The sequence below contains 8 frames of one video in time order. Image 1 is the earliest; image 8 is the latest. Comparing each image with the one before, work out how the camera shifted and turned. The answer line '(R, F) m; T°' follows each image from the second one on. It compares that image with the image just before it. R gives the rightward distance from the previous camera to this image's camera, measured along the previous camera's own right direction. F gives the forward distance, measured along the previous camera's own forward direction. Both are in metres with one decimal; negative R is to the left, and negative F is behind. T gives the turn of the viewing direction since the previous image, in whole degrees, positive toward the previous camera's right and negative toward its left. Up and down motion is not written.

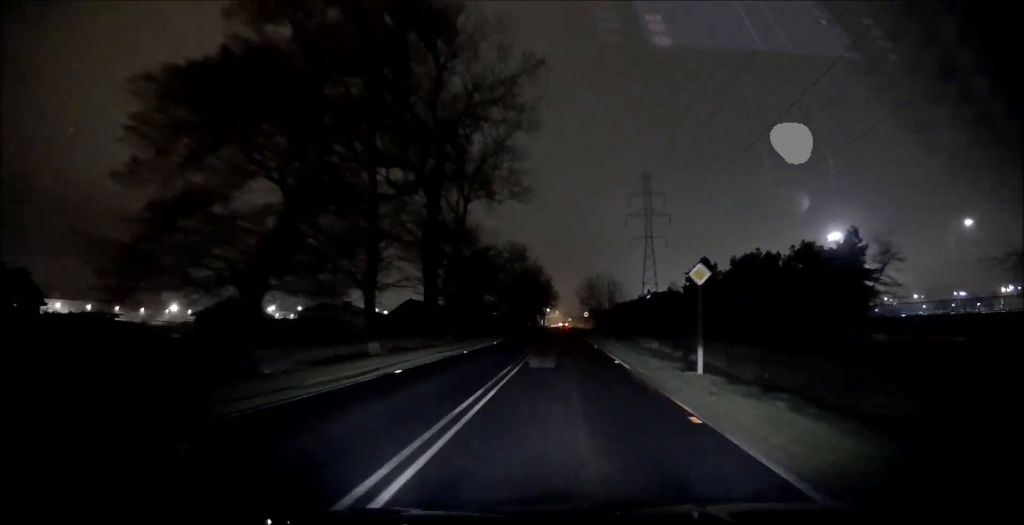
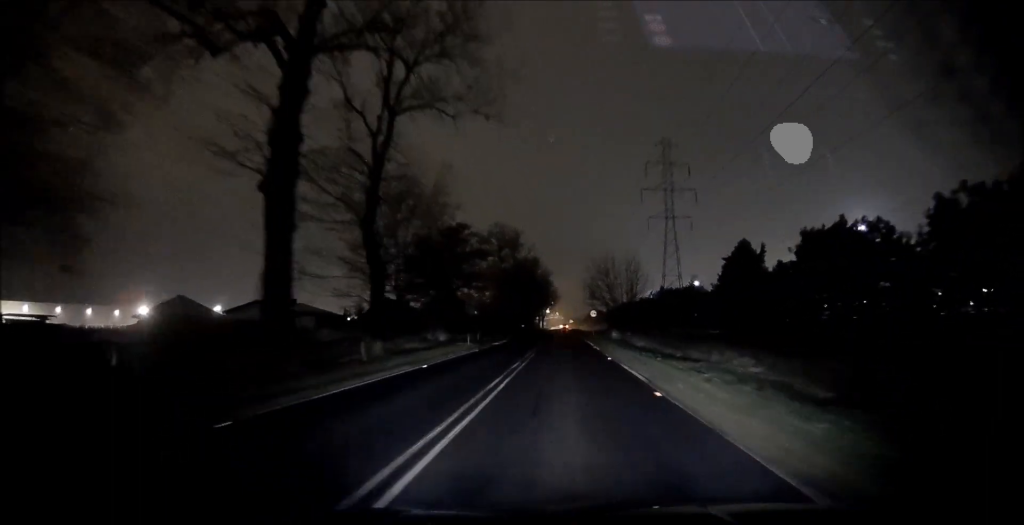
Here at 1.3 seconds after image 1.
(-0.1, +20.6) m; -1°
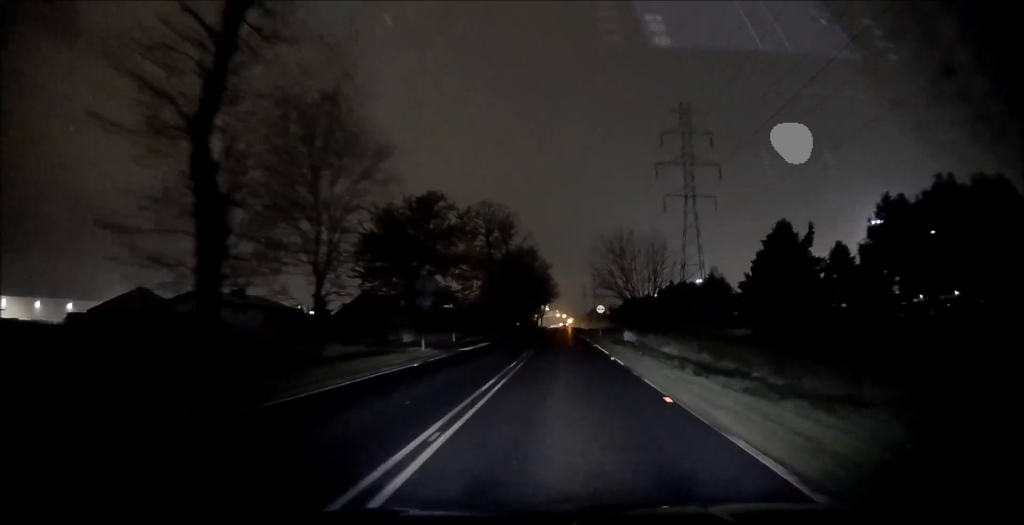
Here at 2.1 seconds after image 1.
(-0.1, +13.2) m; 0°
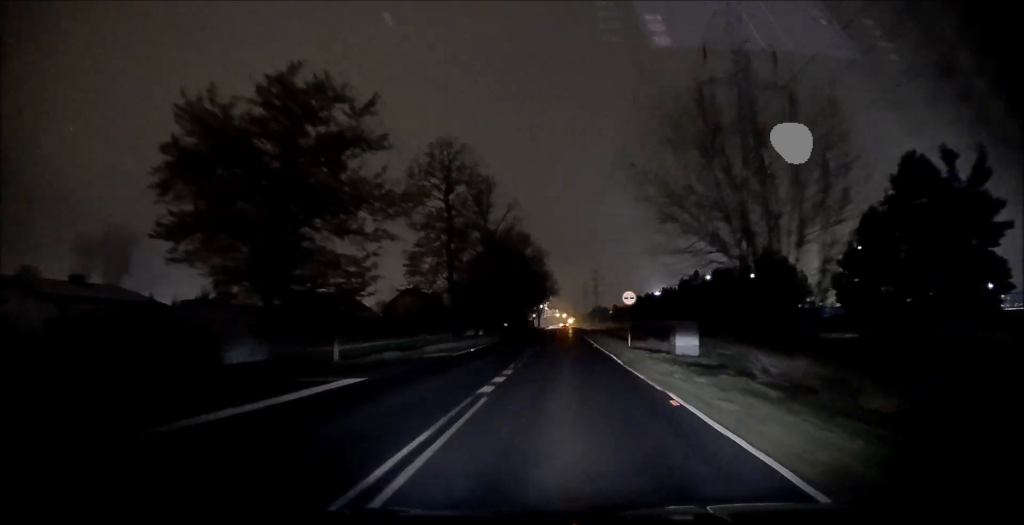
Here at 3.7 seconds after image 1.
(0.0, +24.7) m; 0°
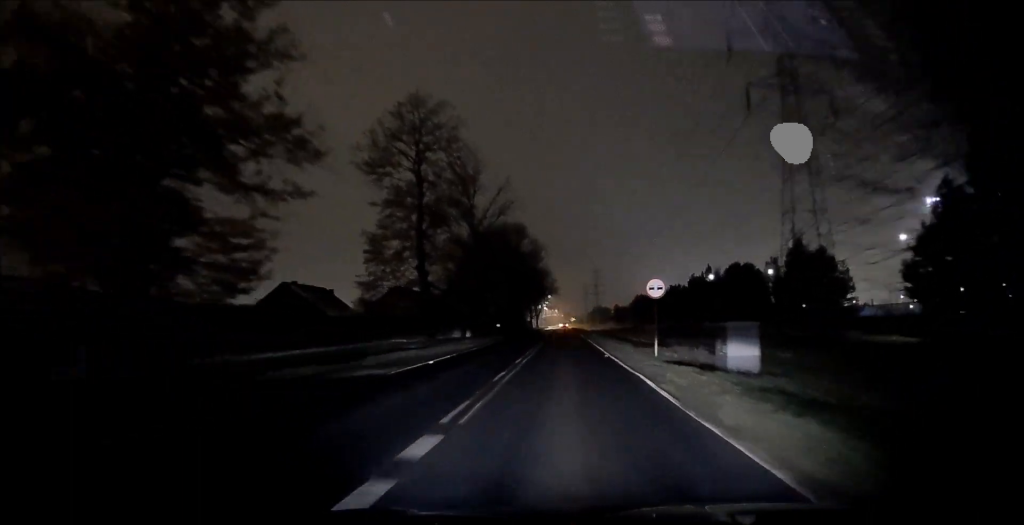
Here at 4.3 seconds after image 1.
(0.0, +9.4) m; 0°
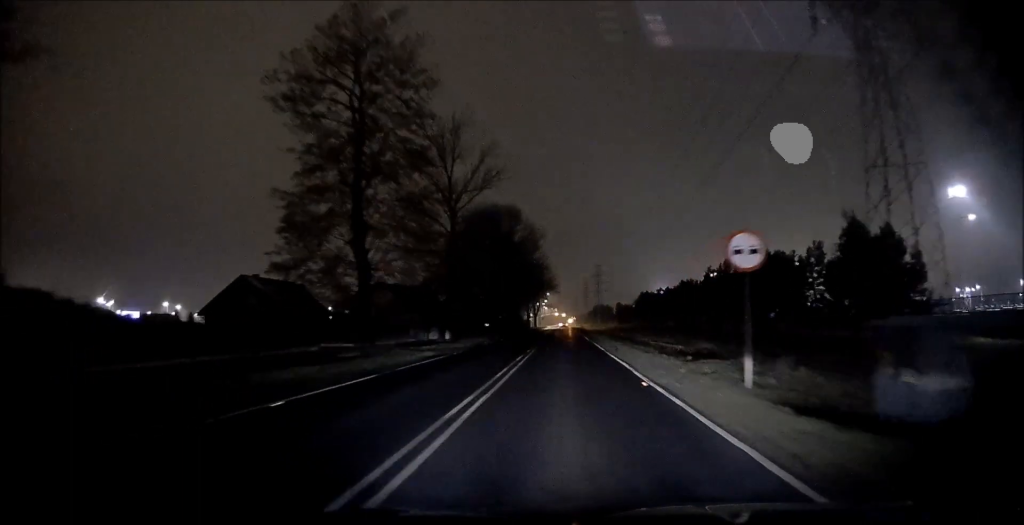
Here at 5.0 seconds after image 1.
(0.0, +11.4) m; 0°
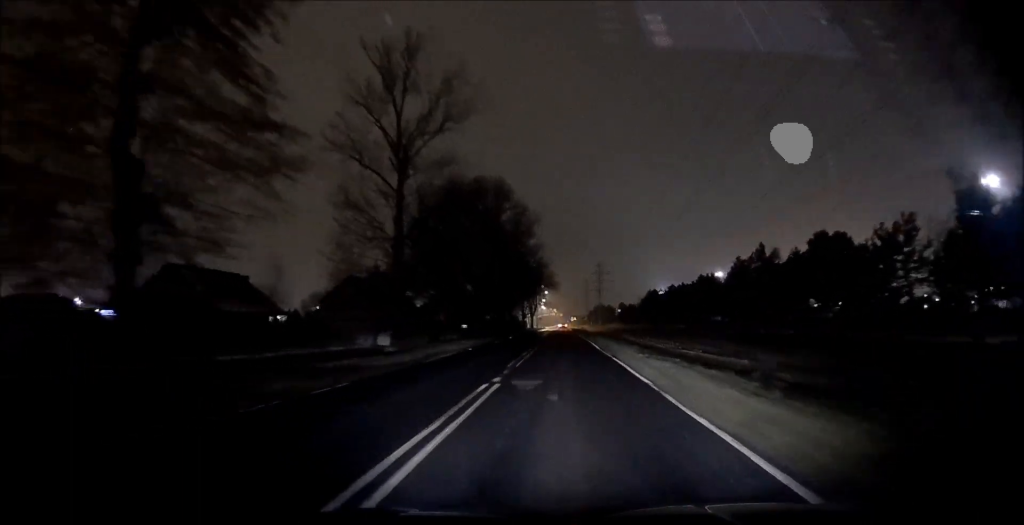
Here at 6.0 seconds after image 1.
(0.0, +15.0) m; 0°
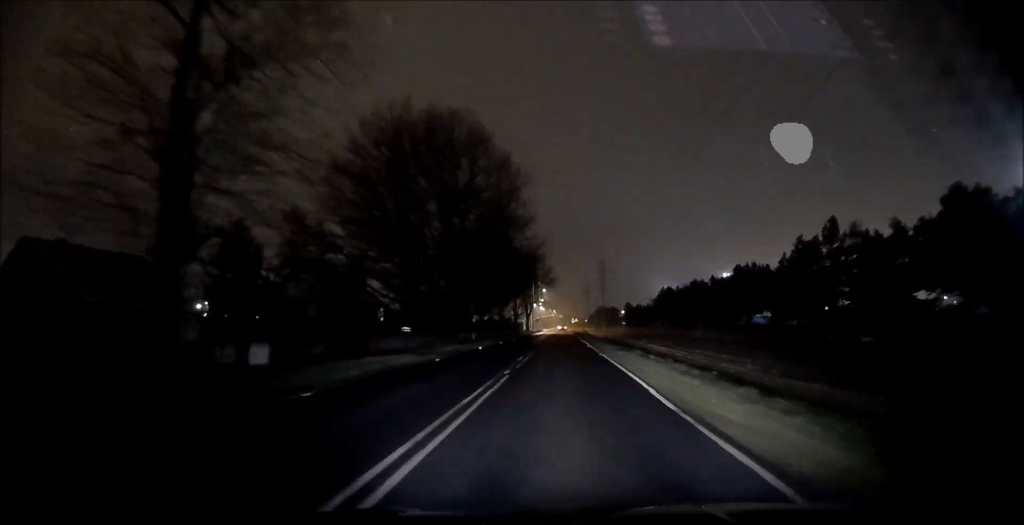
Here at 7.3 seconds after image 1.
(0.0, +19.6) m; +1°
